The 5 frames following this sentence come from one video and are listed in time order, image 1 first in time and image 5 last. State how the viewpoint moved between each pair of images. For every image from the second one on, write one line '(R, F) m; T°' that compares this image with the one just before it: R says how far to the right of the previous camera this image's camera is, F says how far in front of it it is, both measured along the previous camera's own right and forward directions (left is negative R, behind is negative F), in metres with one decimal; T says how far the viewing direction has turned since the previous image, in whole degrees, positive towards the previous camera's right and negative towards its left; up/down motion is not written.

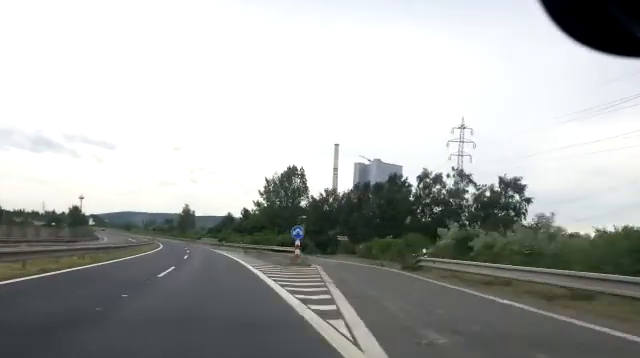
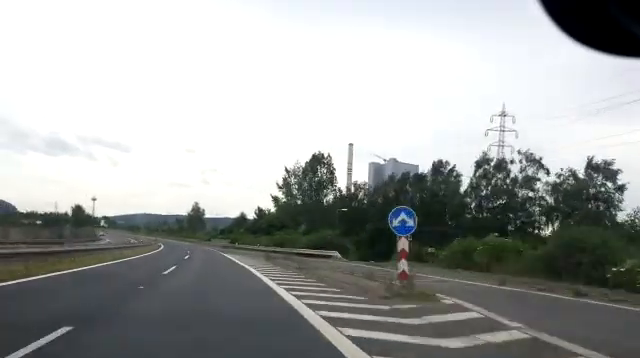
(-0.6, +15.7) m; -2°
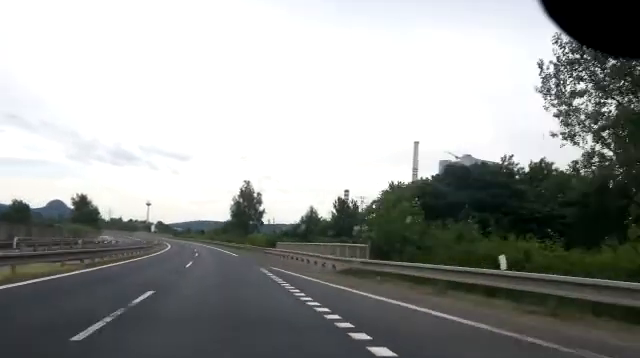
(-2.3, +66.8) m; -4°
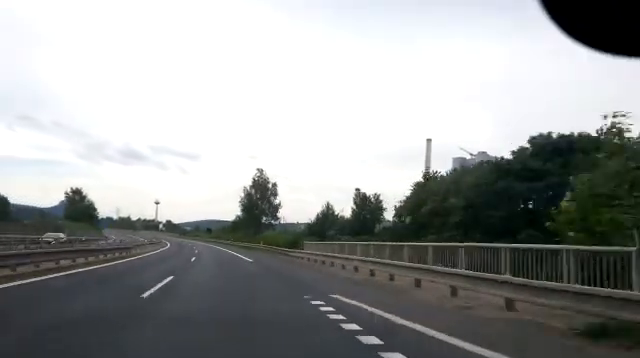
(-0.1, +13.5) m; -1°
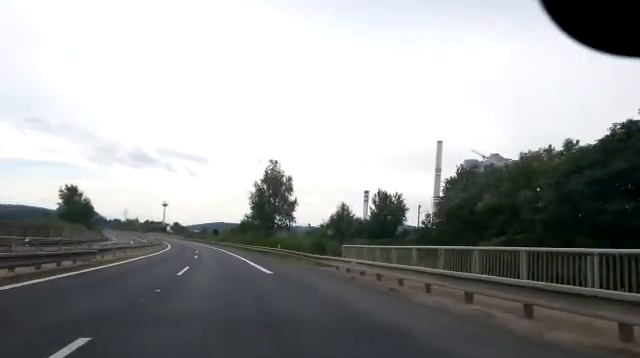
(0.0, +10.4) m; -1°
